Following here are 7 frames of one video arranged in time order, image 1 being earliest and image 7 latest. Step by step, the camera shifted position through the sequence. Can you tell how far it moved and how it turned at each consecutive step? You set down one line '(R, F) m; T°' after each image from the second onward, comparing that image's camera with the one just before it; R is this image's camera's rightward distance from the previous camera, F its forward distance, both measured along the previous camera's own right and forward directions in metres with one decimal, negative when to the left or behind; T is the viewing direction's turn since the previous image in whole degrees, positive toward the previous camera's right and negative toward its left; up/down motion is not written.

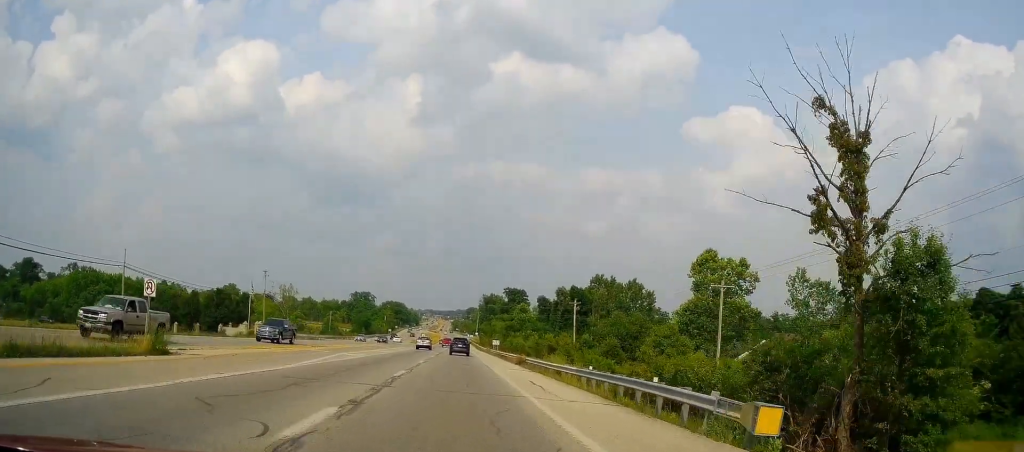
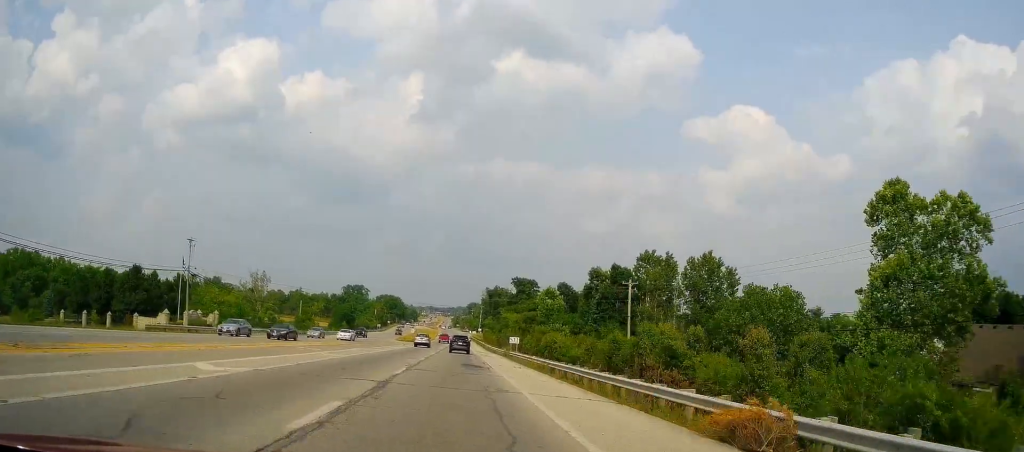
(-0.2, +36.0) m; 0°
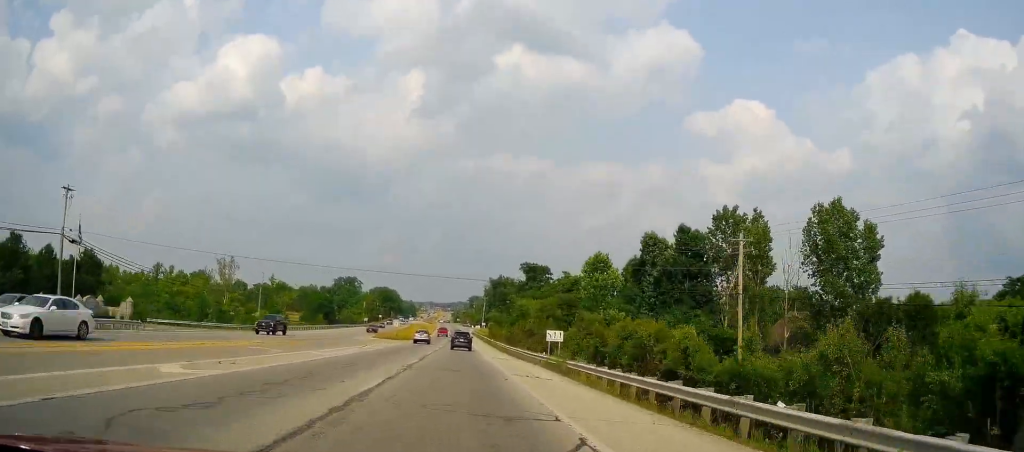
(+0.1, +31.4) m; 0°
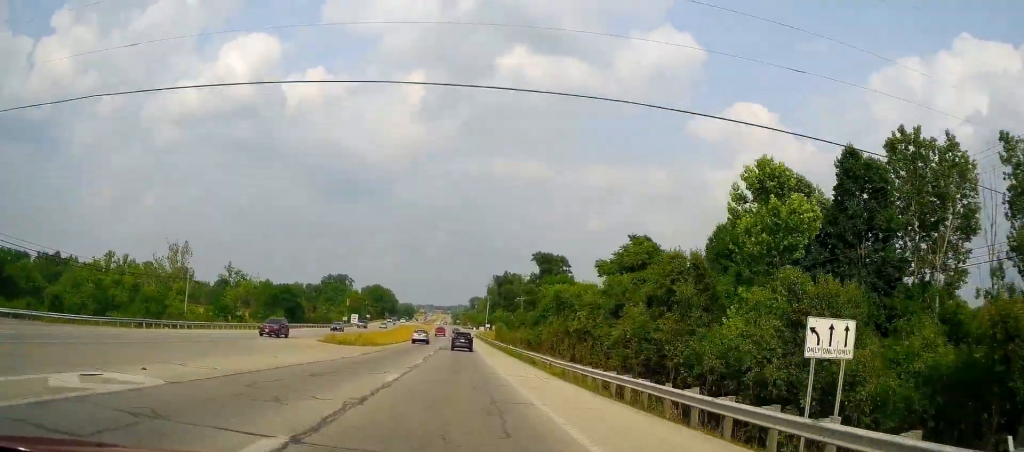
(0.0, +33.3) m; 0°
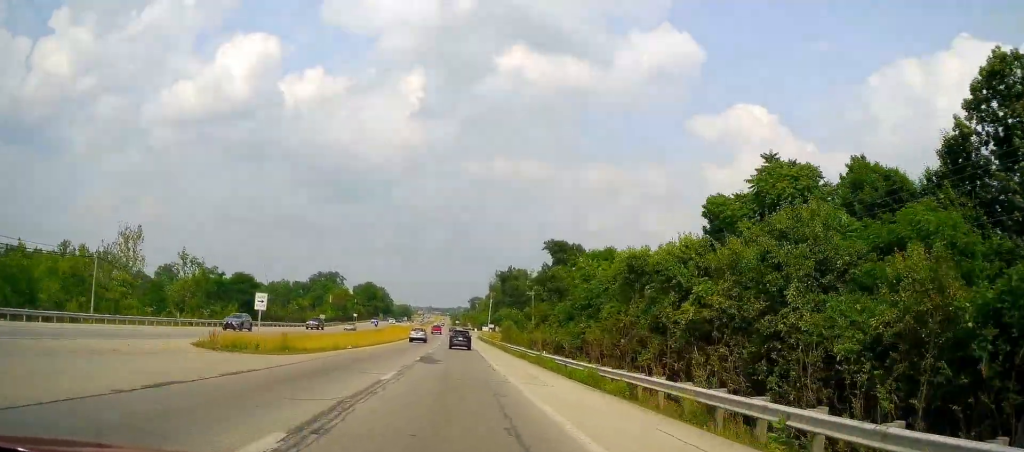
(+0.1, +24.5) m; 0°
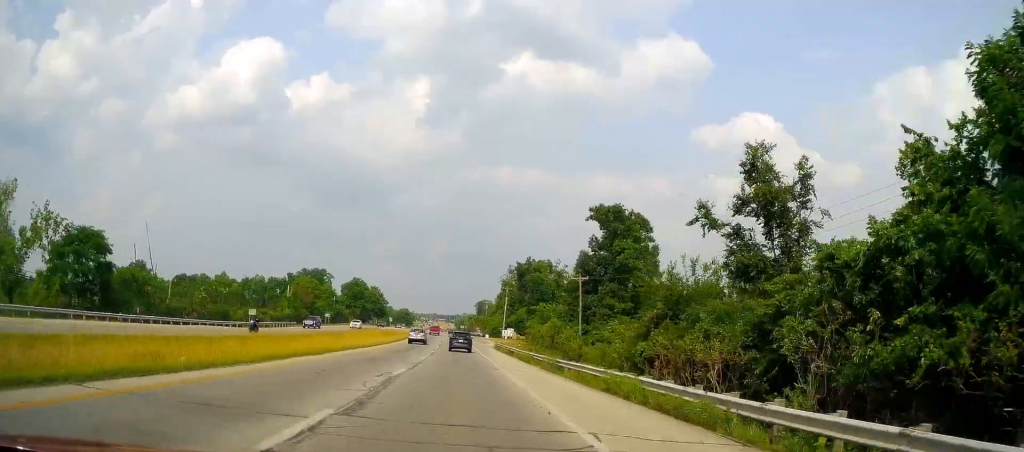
(-0.8, +46.1) m; -2°
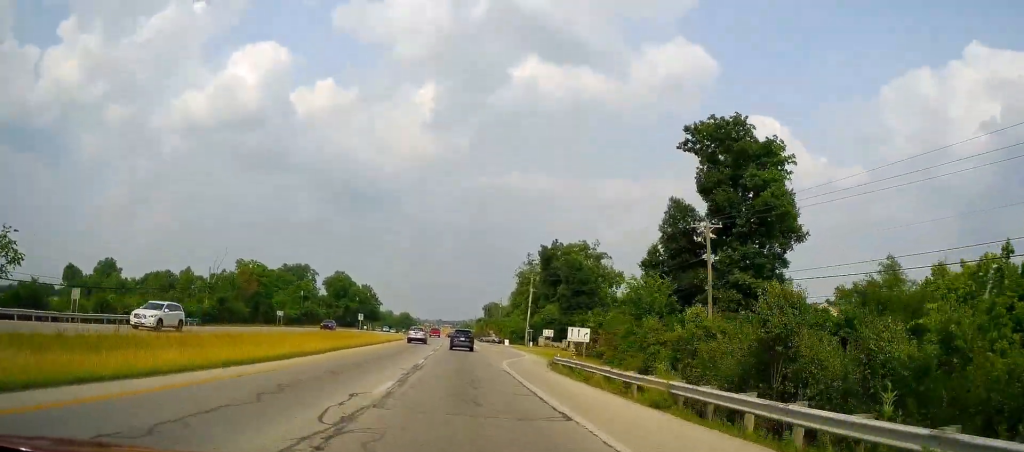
(-0.2, +42.2) m; -1°
